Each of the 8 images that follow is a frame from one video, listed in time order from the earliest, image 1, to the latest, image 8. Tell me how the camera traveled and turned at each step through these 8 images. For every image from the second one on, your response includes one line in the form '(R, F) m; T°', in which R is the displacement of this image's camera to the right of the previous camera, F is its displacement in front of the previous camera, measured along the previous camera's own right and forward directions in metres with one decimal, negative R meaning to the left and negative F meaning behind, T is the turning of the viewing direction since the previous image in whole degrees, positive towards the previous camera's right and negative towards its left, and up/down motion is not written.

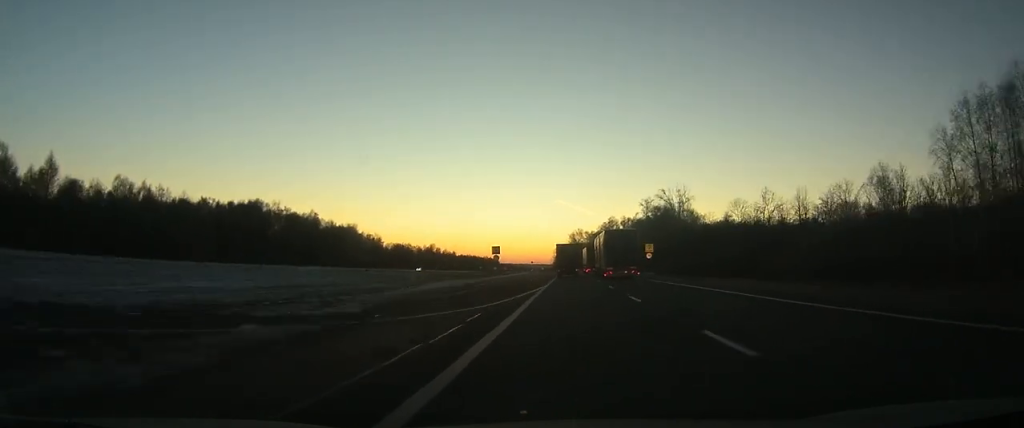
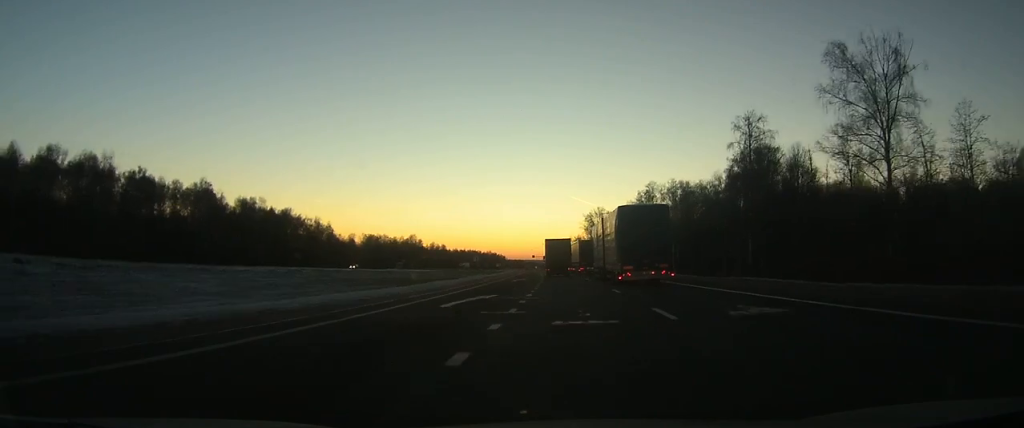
(-1.5, +102.9) m; -2°
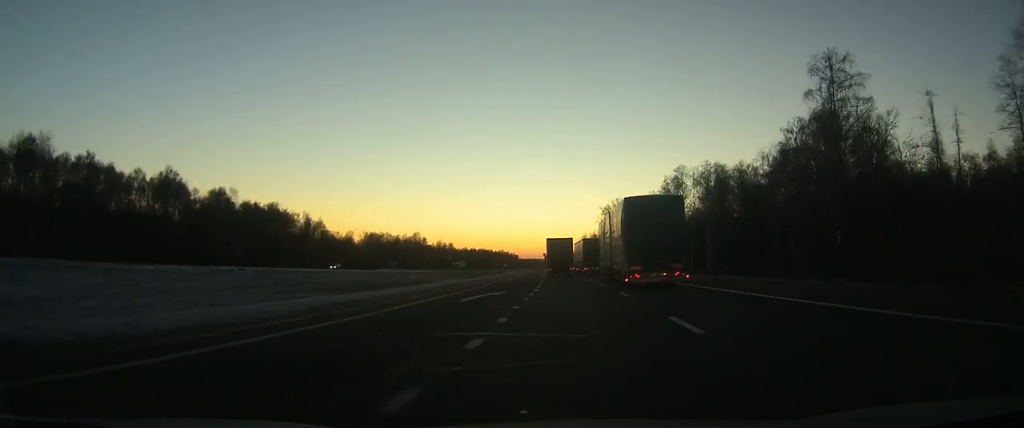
(0.0, +26.9) m; -1°
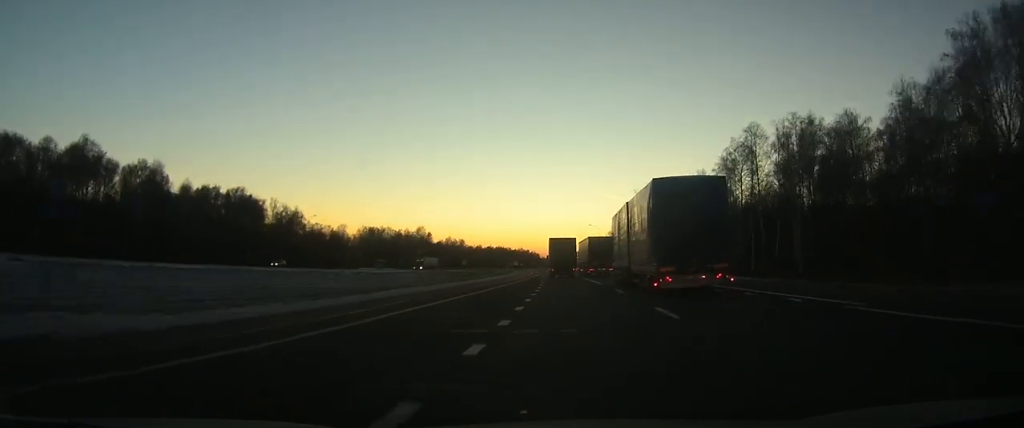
(-0.9, +45.3) m; -2°
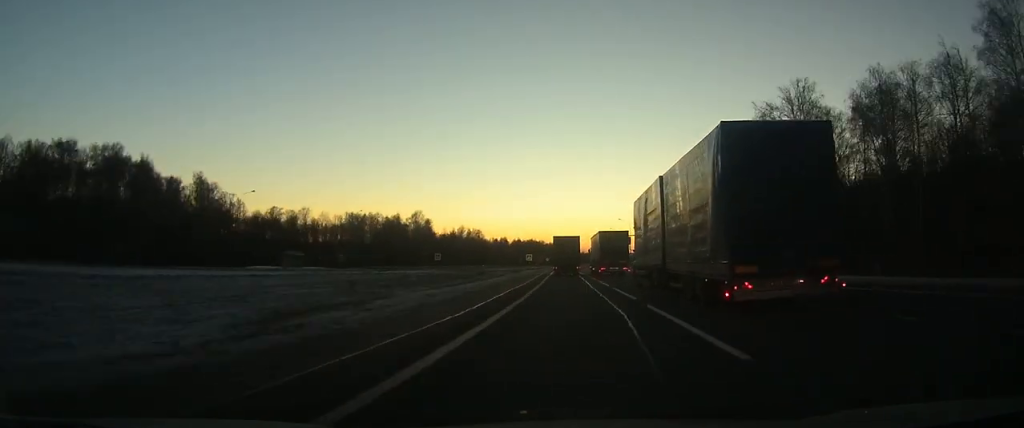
(-2.8, +82.3) m; -3°
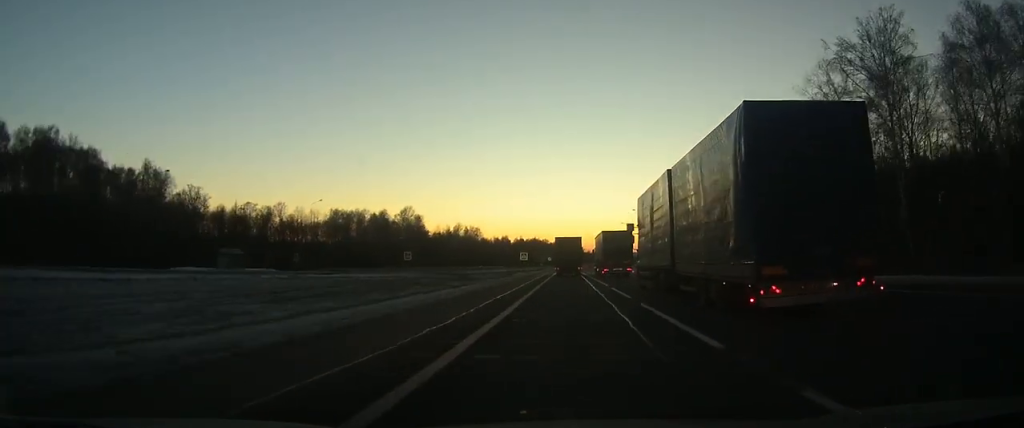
(-0.1, +23.1) m; -1°
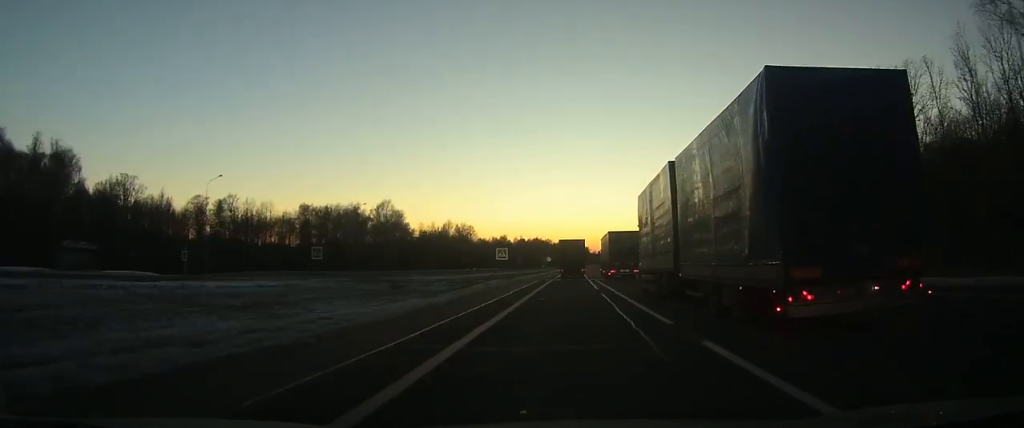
(-0.3, +32.6) m; 0°
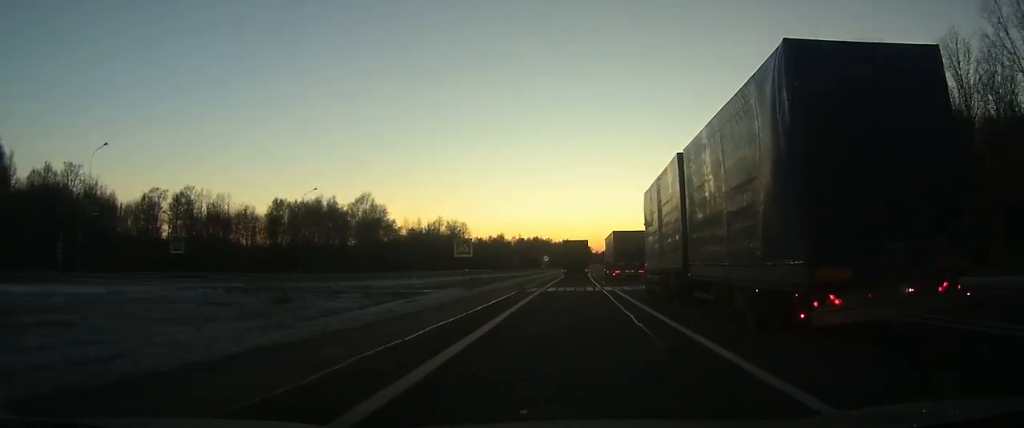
(0.0, +21.1) m; 0°
